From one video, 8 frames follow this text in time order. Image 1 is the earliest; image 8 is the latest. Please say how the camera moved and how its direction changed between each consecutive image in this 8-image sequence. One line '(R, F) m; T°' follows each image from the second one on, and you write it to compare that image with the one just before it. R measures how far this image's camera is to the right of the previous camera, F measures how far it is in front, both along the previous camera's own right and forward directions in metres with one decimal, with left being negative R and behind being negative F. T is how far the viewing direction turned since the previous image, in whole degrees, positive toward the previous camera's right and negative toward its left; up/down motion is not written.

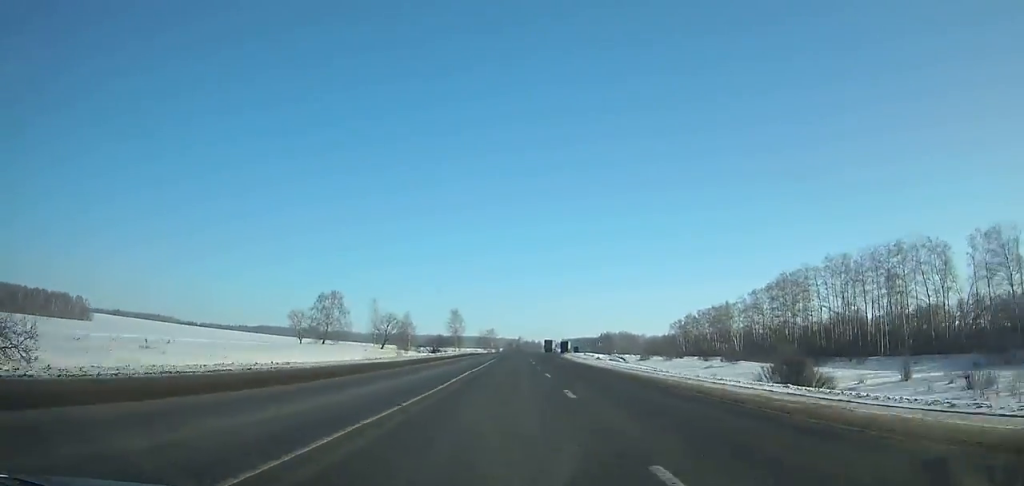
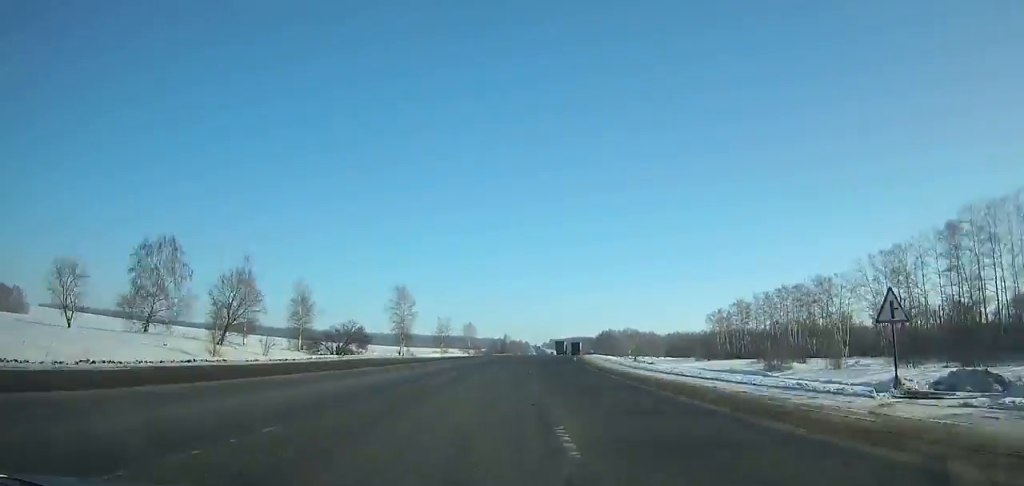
(+0.2, +67.7) m; +2°
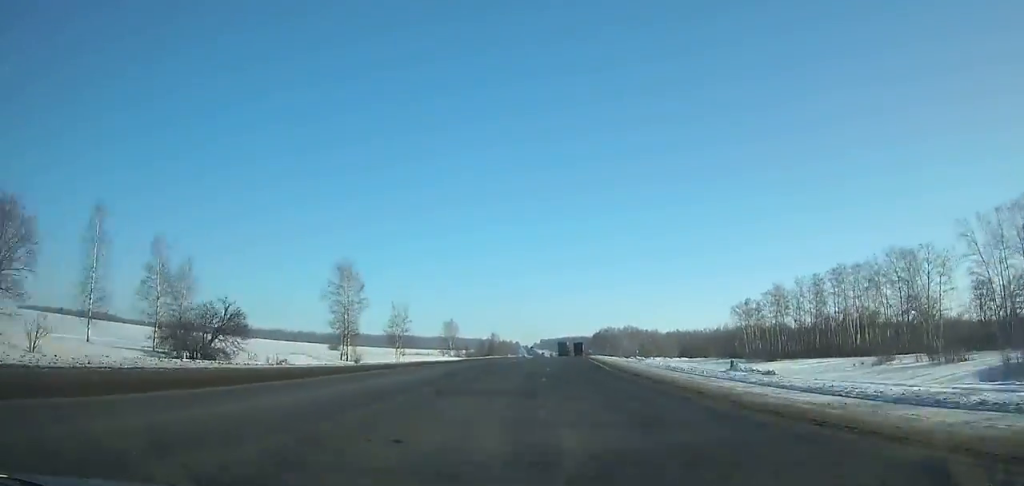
(+0.9, +32.3) m; +1°
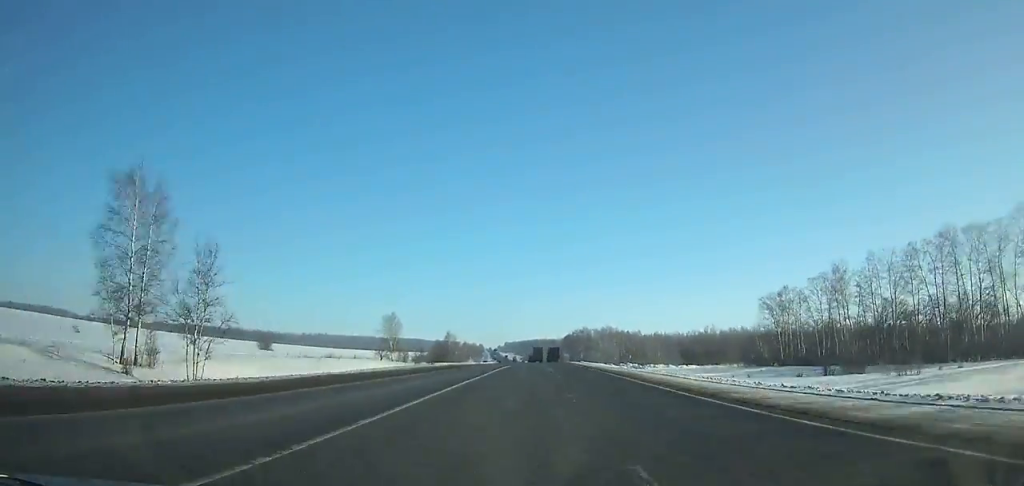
(+0.3, +43.1) m; +2°
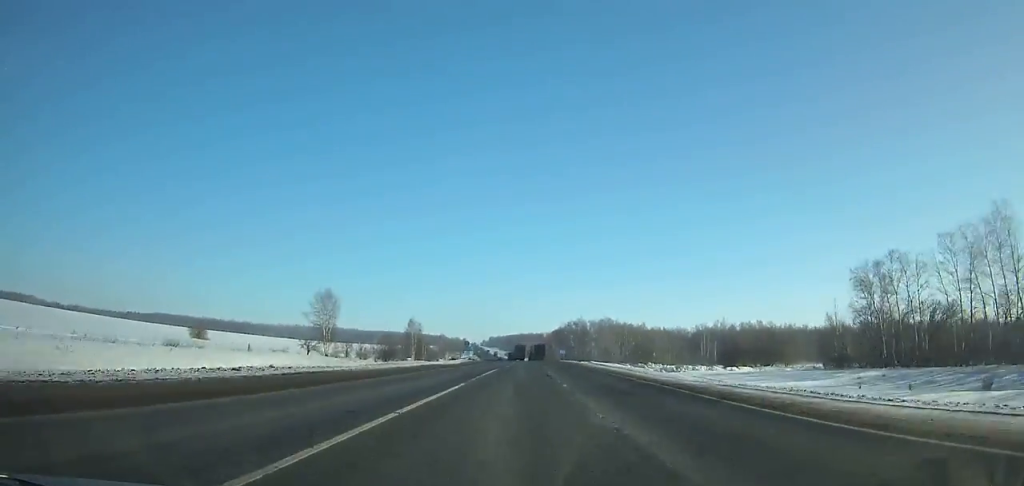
(+1.0, +43.2) m; +1°
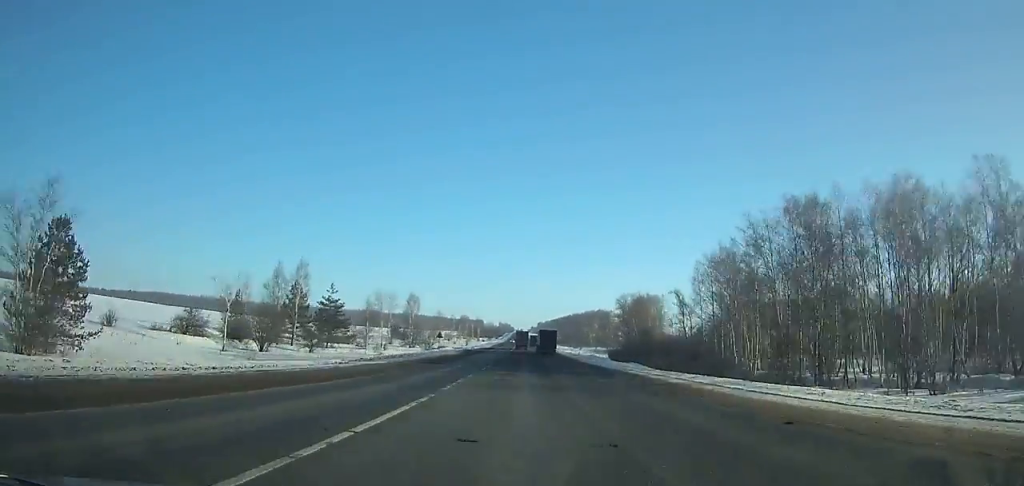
(-4.4, +185.8) m; -4°
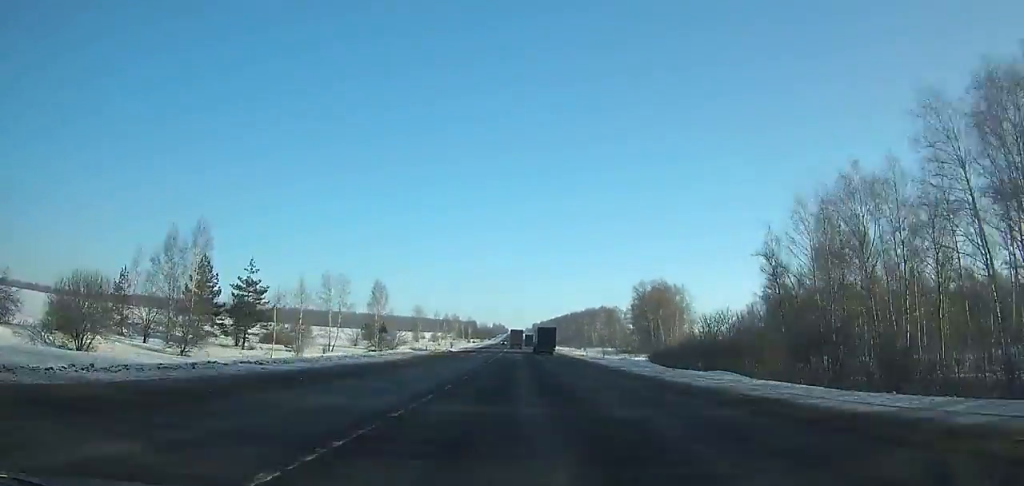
(-0.2, +33.4) m; 0°
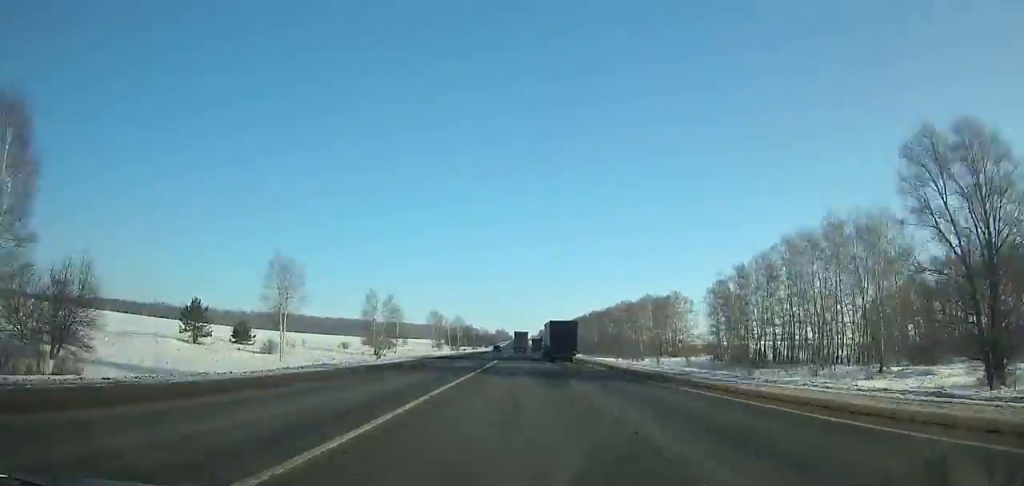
(+0.1, +101.5) m; 0°
